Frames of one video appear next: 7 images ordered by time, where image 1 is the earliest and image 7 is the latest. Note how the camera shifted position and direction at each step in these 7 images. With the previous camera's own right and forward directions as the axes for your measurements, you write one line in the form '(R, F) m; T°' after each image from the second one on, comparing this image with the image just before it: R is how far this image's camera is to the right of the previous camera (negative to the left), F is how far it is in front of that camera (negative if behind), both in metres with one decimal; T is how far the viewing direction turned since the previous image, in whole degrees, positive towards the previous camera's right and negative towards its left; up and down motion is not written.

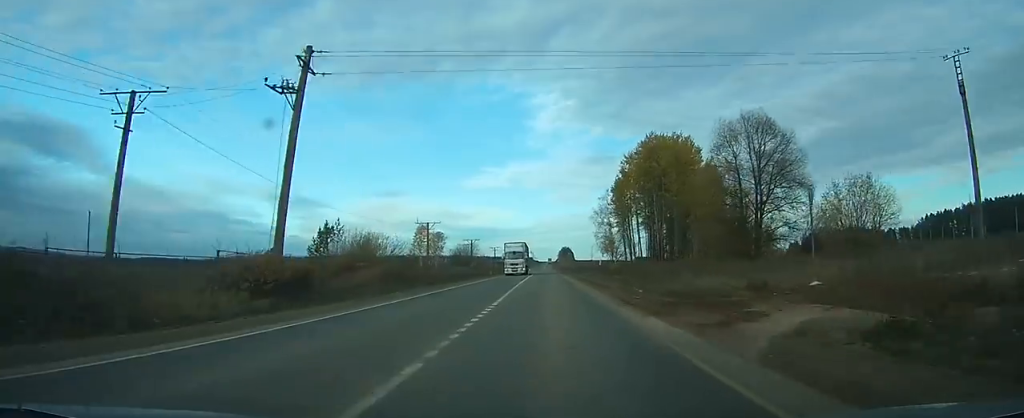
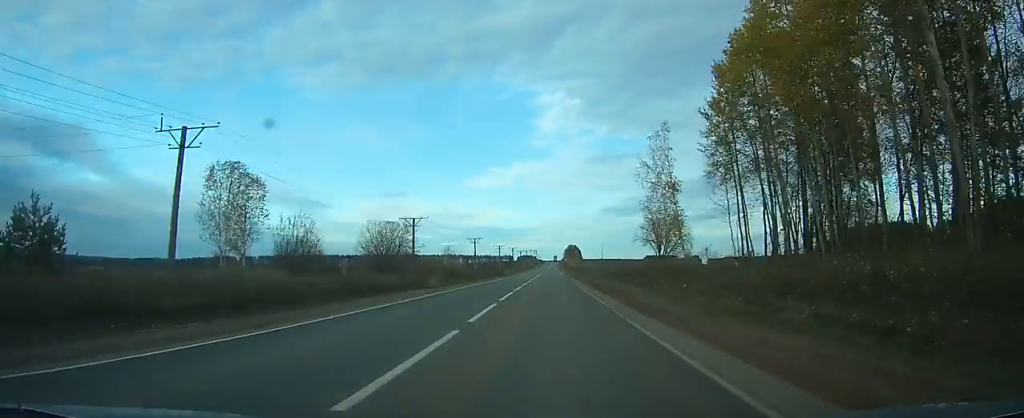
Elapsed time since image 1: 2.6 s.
(-0.4, +65.9) m; 0°
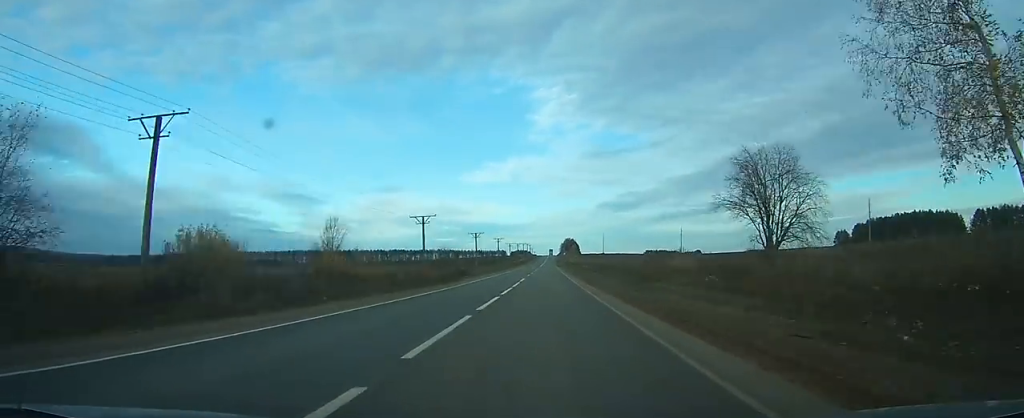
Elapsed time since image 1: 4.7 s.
(-0.1, +53.2) m; 0°
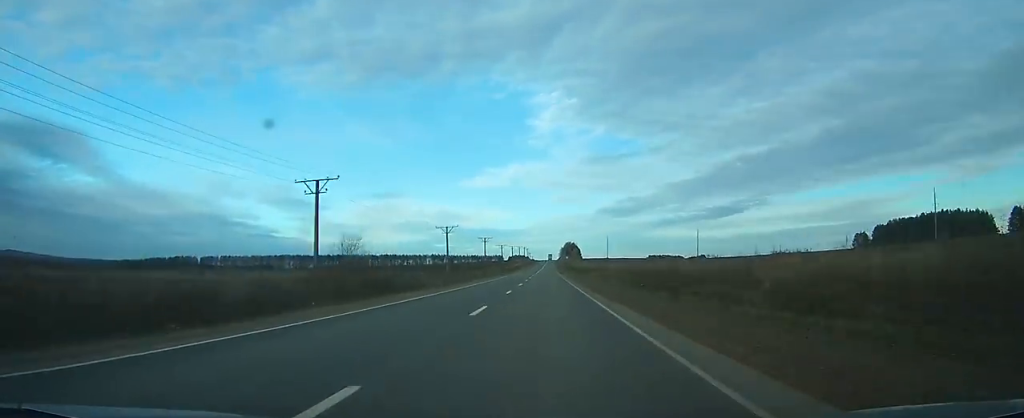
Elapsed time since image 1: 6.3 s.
(+0.1, +39.8) m; 0°
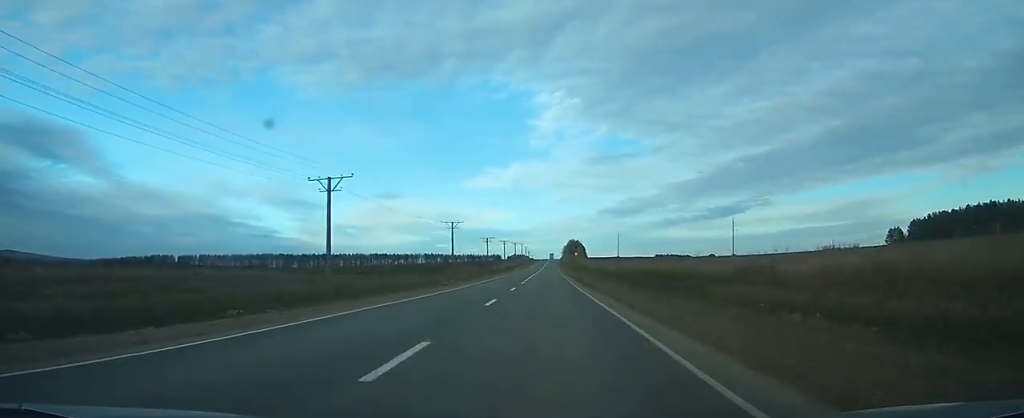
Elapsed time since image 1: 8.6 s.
(+0.1, +56.5) m; 0°
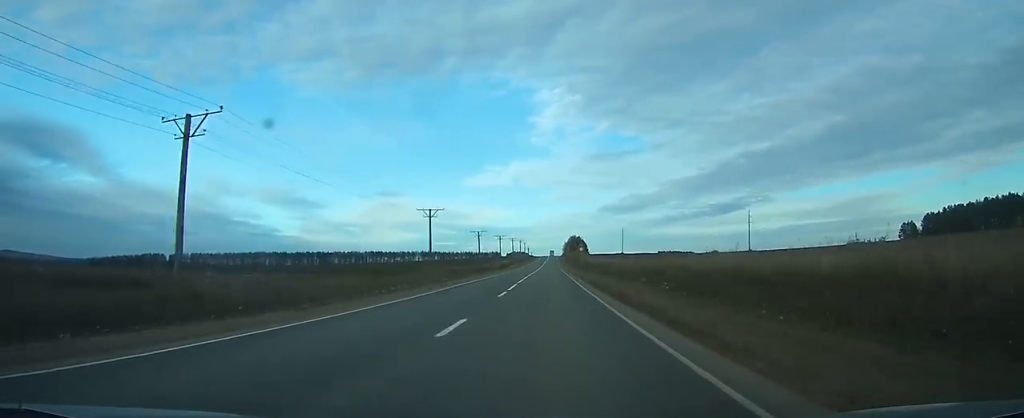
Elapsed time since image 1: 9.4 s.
(0.0, +20.0) m; 0°
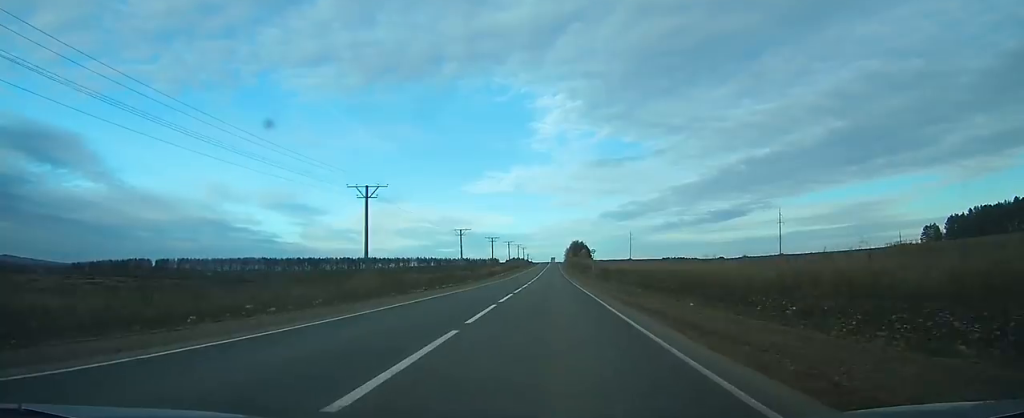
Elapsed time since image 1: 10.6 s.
(0.0, +30.3) m; 0°
